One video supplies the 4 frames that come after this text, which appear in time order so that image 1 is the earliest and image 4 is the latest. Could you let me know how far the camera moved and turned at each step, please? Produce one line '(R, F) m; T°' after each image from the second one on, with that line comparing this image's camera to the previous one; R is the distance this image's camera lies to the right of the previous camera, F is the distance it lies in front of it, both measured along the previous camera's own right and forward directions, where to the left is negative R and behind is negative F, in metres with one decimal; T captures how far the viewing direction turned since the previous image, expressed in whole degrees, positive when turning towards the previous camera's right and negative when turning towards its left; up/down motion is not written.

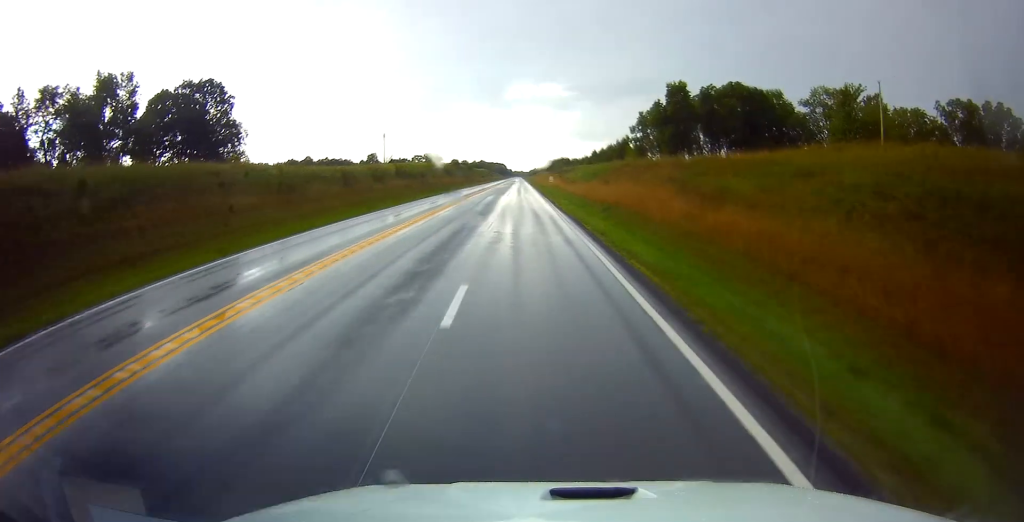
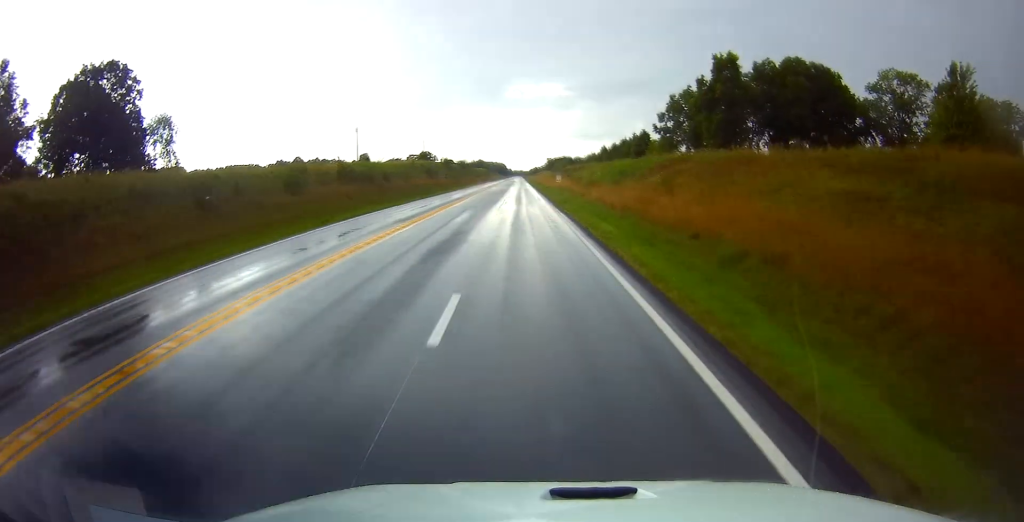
(-0.7, +25.2) m; 0°
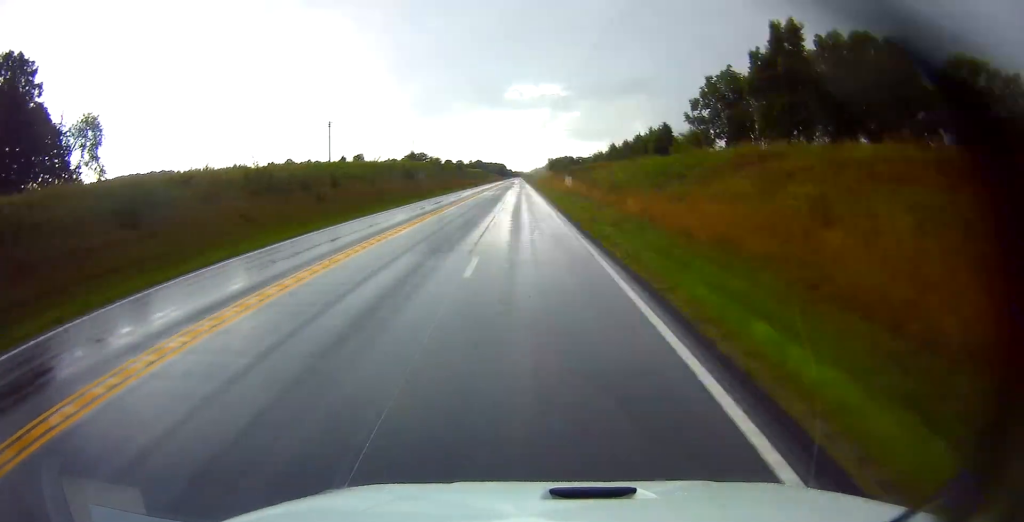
(+0.2, +19.2) m; +1°
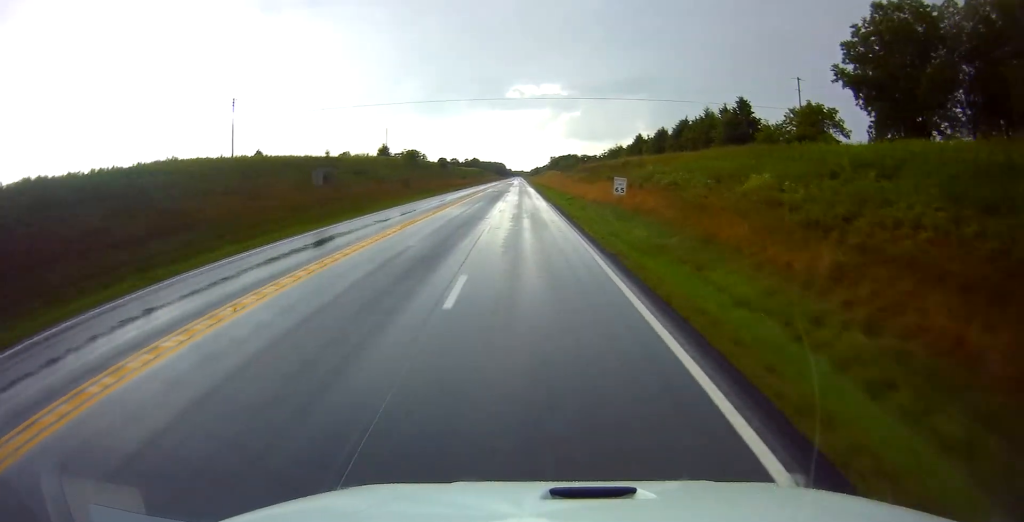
(+0.5, +39.4) m; +1°
